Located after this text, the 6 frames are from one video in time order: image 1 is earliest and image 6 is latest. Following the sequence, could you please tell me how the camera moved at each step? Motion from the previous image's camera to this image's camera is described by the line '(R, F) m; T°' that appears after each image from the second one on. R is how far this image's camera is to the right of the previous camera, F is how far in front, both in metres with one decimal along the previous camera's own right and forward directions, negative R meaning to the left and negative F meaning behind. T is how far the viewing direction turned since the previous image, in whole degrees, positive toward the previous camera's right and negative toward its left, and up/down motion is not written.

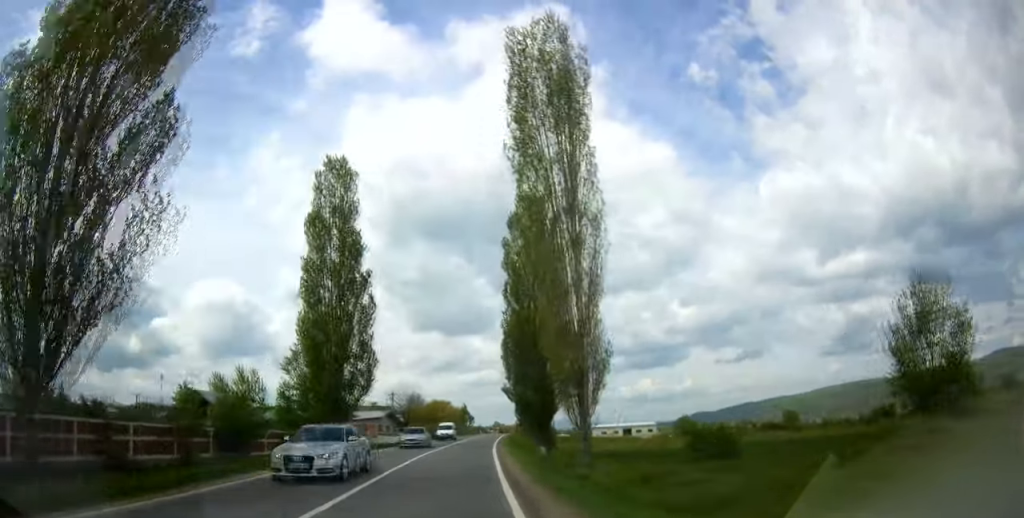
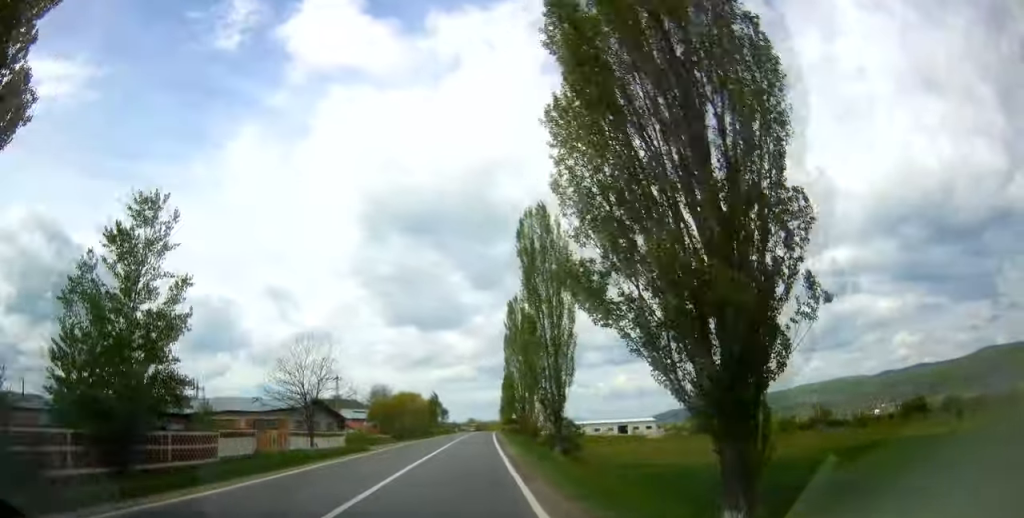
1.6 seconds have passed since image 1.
(+1.0, +36.4) m; +3°
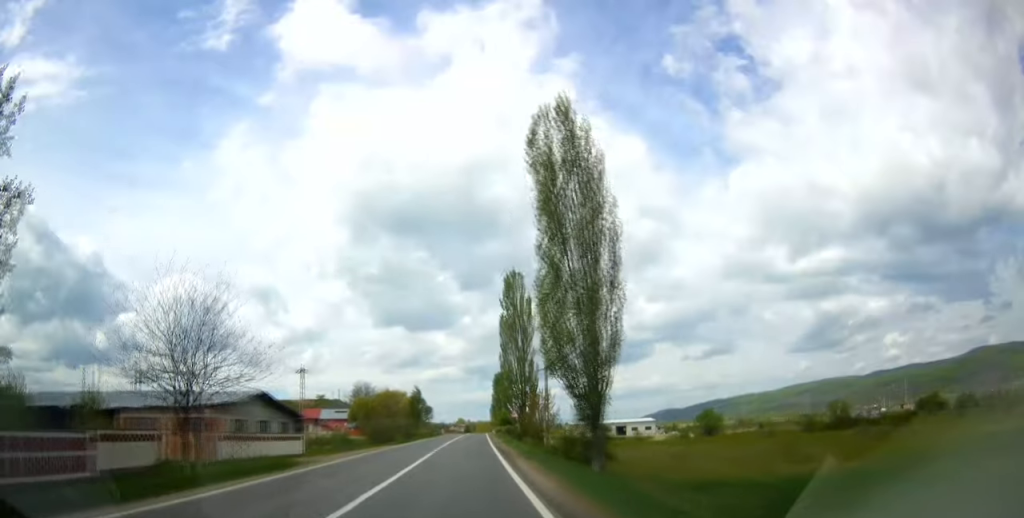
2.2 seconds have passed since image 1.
(+0.5, +15.0) m; -1°
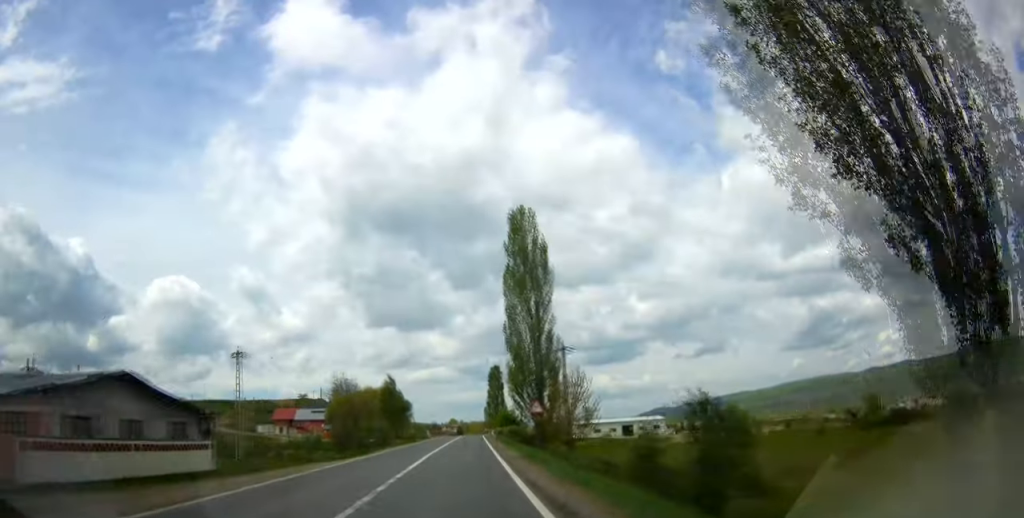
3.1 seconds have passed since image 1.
(-0.9, +21.5) m; +1°
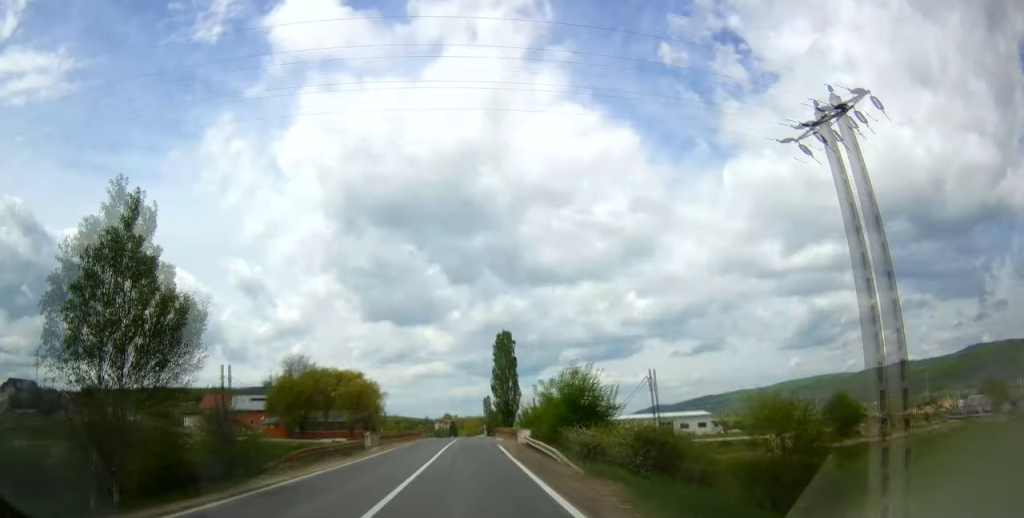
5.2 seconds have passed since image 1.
(+1.3, +49.6) m; +1°
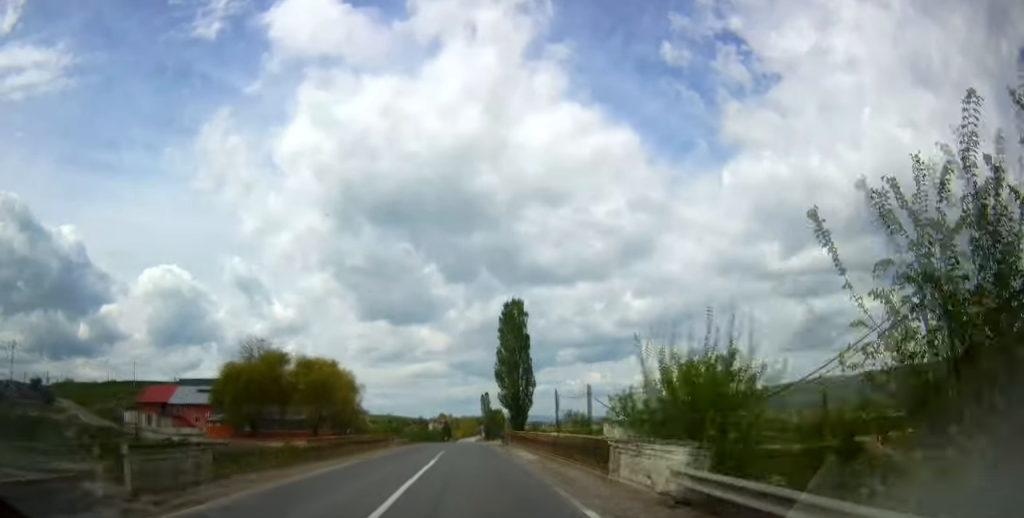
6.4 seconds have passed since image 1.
(+0.9, +26.6) m; +2°
